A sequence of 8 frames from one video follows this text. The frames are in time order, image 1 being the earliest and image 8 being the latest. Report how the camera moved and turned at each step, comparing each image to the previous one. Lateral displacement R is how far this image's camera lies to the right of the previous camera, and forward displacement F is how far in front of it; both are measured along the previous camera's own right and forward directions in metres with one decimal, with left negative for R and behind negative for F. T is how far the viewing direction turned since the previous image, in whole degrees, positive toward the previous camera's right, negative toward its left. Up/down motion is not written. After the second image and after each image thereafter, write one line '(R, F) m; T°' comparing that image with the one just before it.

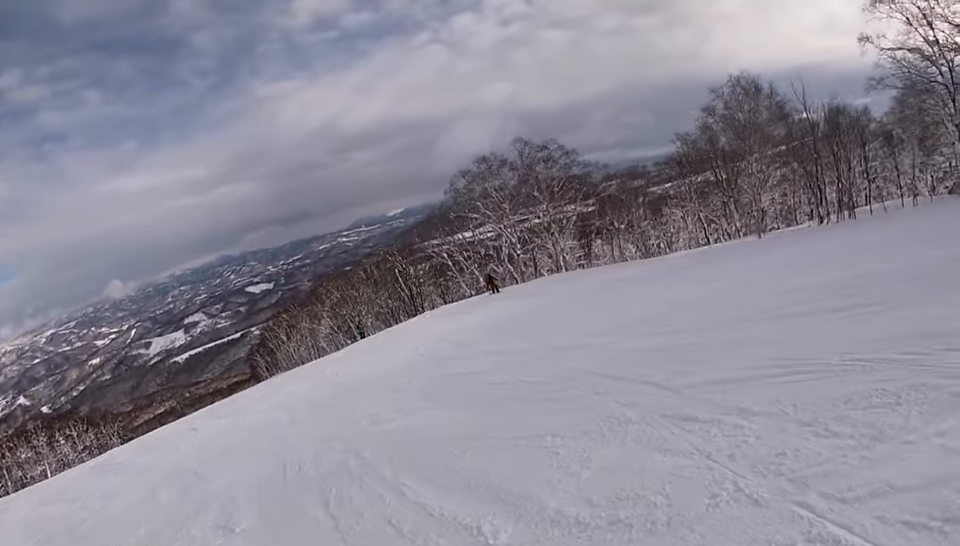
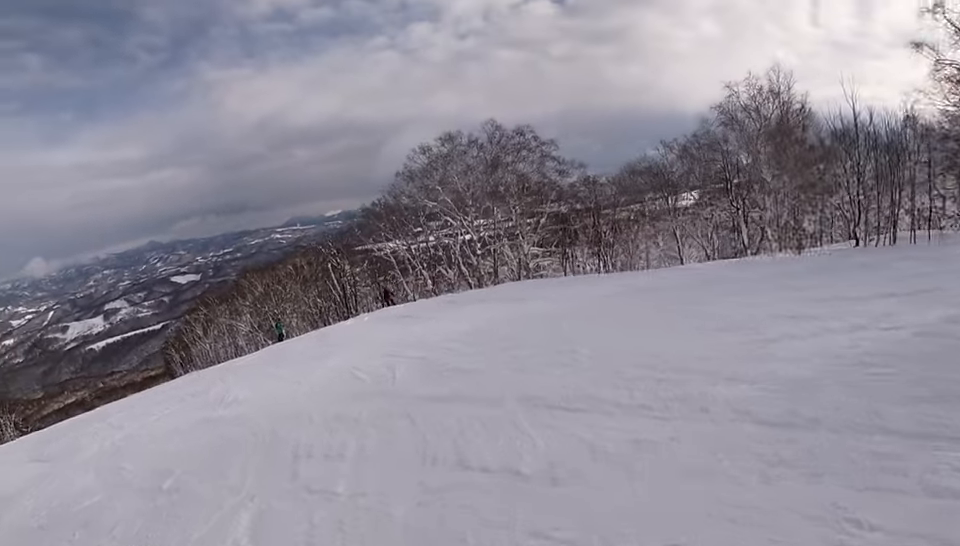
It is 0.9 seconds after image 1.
(+1.1, +7.0) m; +7°
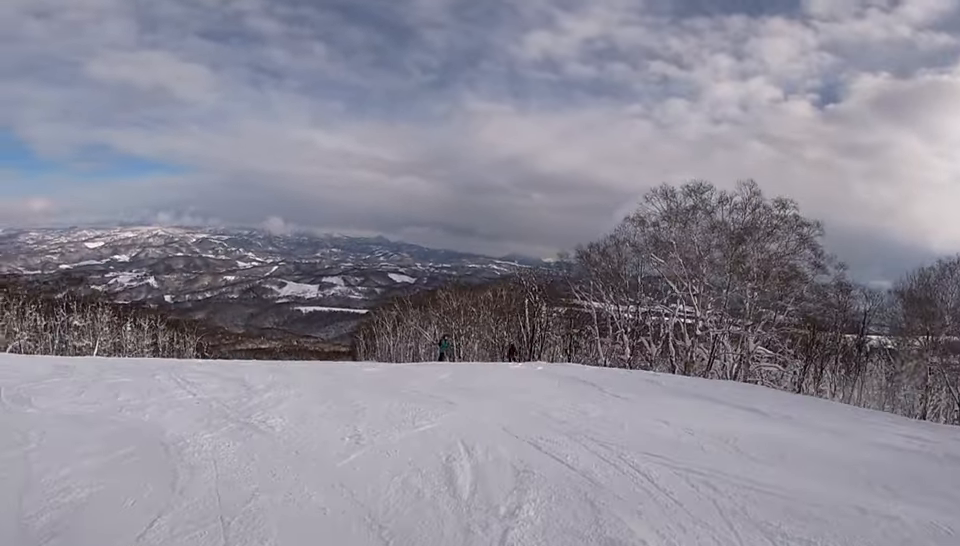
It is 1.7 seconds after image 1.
(+0.2, +5.4) m; -8°
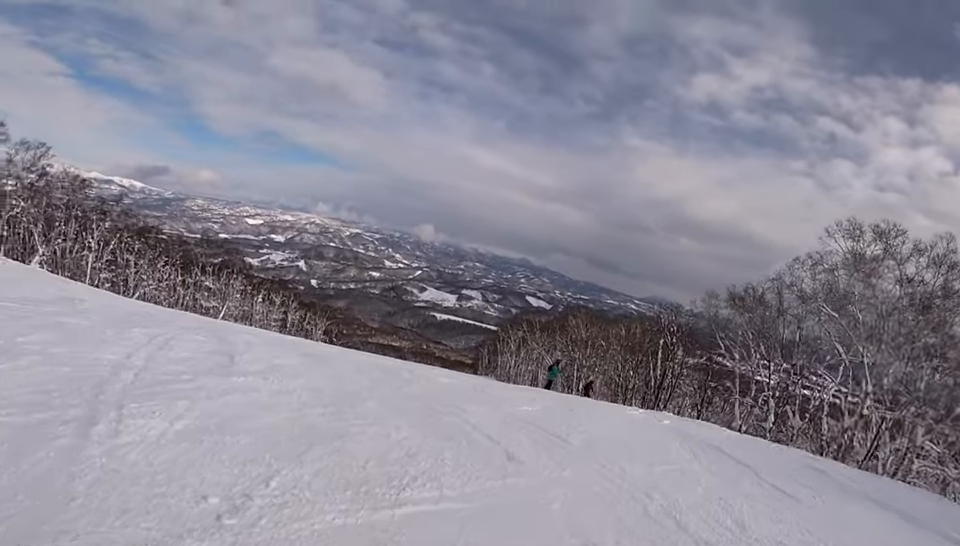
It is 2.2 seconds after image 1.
(-0.6, +3.5) m; -8°
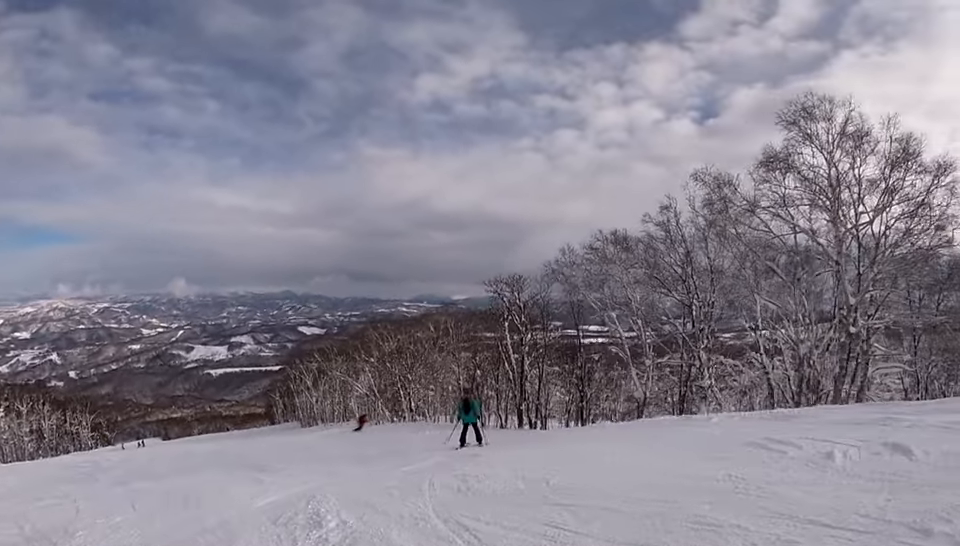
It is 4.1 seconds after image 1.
(-1.4, +10.4) m; +2°
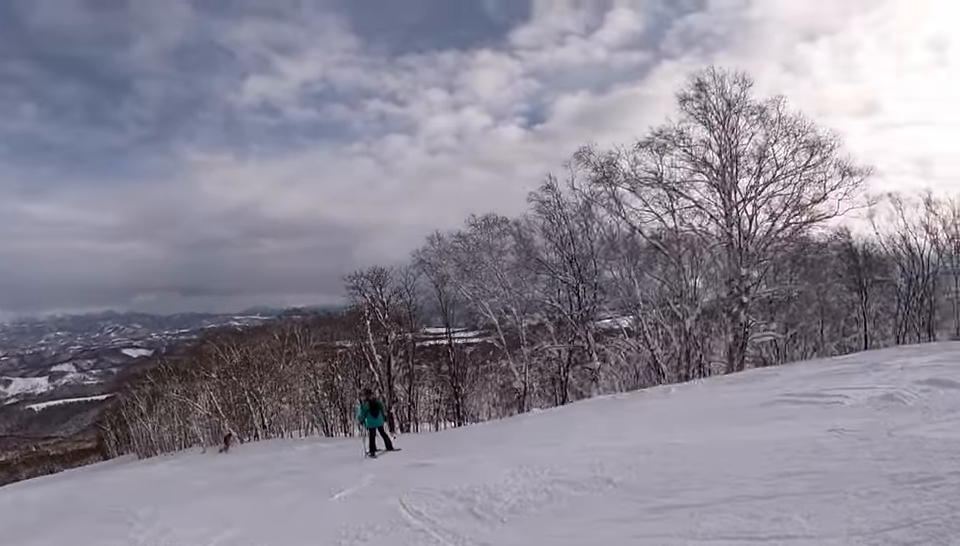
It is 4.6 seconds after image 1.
(+0.3, +2.7) m; +10°
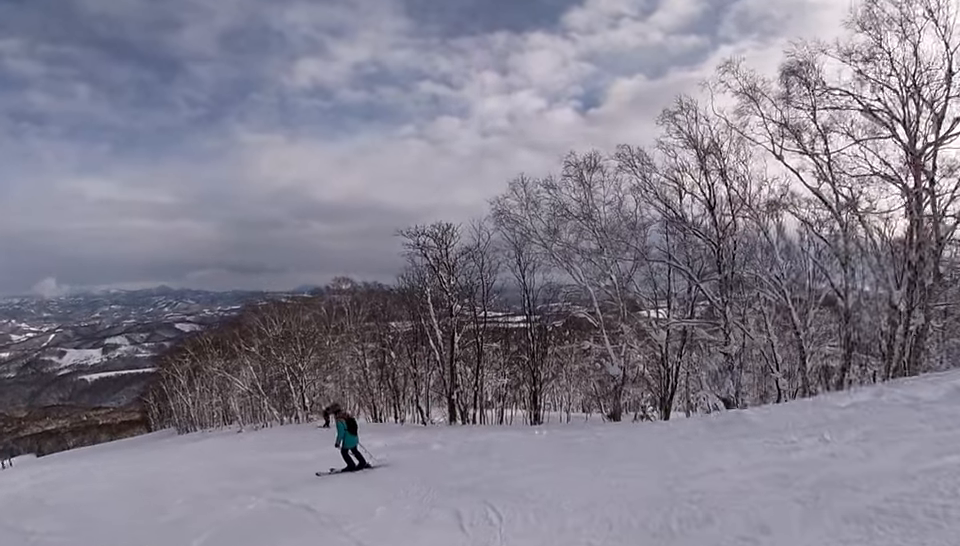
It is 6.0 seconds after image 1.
(+0.7, +6.5) m; +5°
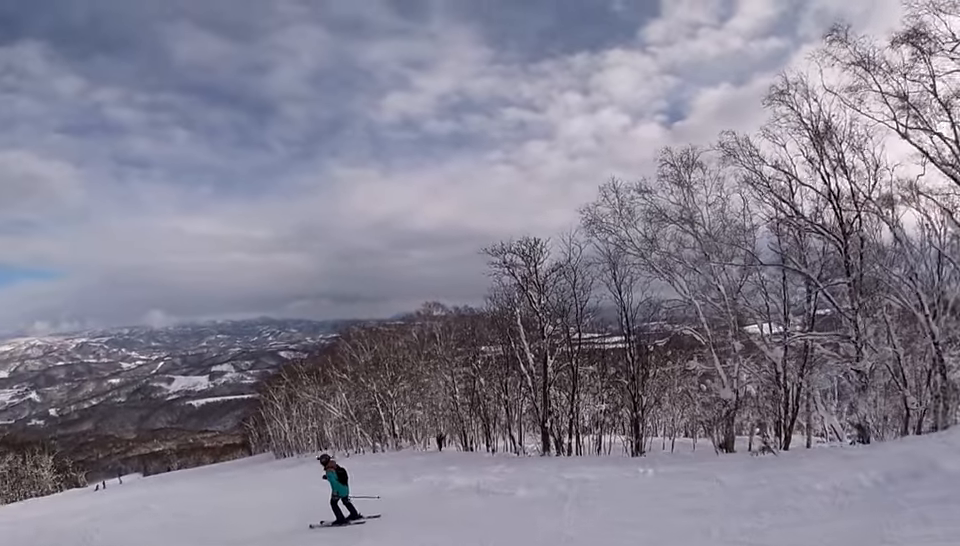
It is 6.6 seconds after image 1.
(+0.1, +2.5) m; -3°
